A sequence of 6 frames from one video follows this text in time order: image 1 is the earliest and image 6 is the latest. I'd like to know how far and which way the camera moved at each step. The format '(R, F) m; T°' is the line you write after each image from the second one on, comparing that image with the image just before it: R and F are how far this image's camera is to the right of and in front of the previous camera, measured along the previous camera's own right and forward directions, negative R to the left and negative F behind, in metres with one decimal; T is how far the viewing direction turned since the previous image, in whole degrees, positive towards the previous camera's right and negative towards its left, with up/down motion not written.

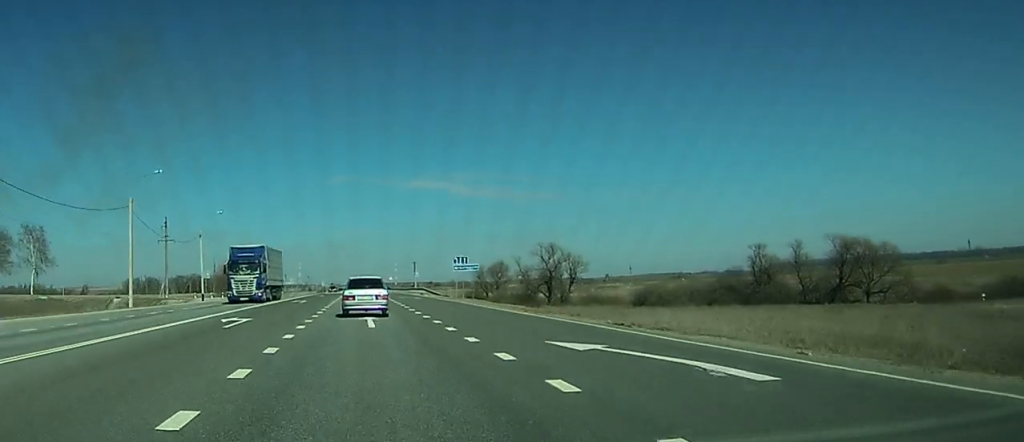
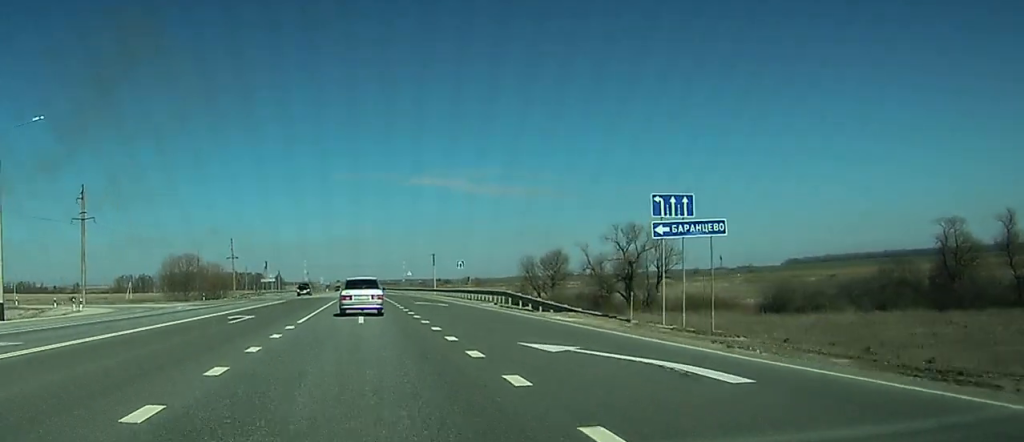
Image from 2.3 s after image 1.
(-0.1, +61.7) m; 0°
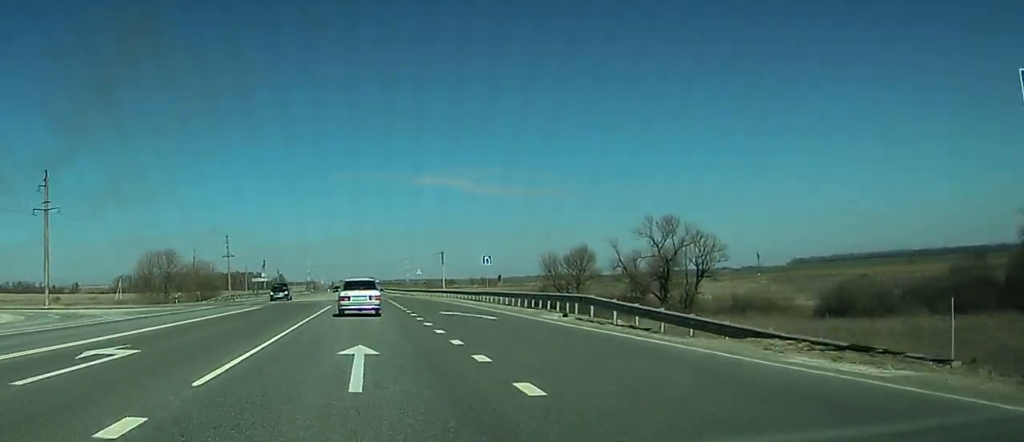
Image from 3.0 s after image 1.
(0.0, +17.3) m; 0°
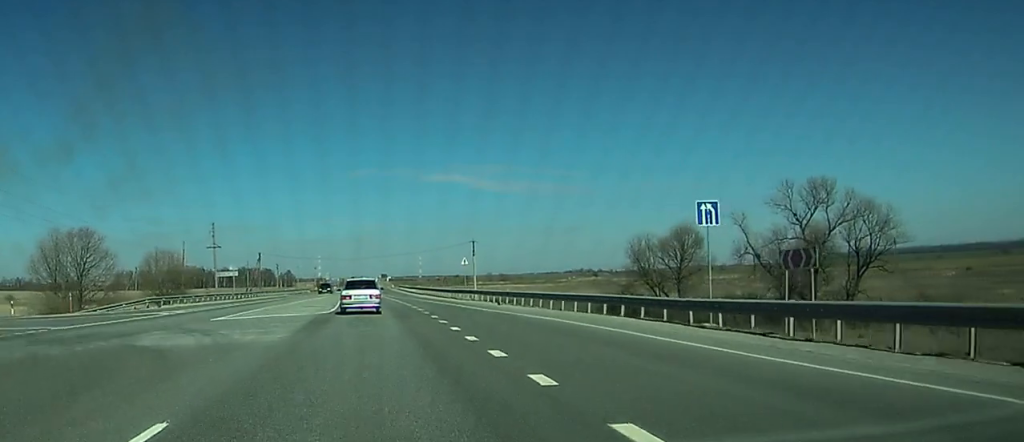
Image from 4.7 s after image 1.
(-0.3, +44.5) m; -1°
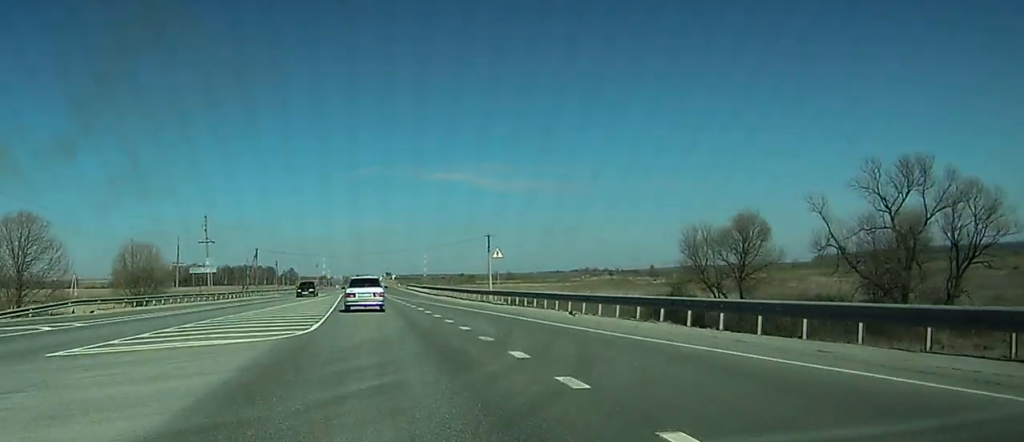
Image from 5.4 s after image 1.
(-0.1, +17.0) m; 0°
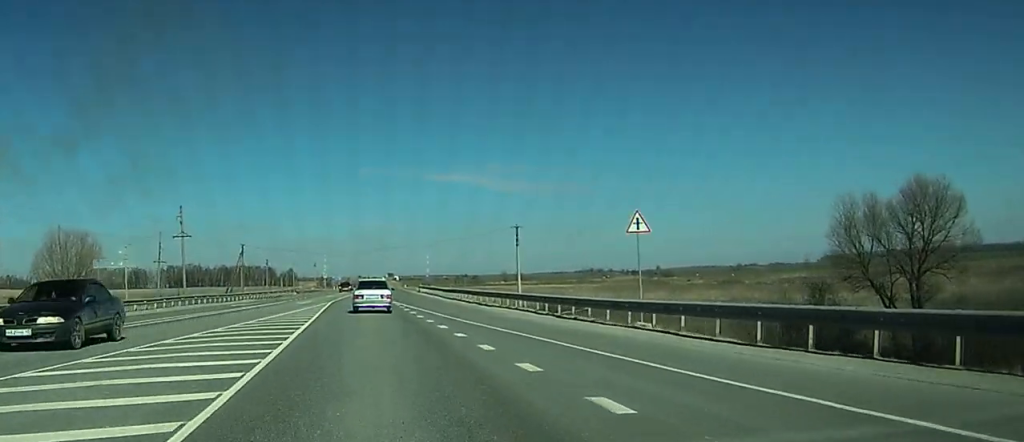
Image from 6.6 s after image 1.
(-0.1, +30.6) m; 0°
